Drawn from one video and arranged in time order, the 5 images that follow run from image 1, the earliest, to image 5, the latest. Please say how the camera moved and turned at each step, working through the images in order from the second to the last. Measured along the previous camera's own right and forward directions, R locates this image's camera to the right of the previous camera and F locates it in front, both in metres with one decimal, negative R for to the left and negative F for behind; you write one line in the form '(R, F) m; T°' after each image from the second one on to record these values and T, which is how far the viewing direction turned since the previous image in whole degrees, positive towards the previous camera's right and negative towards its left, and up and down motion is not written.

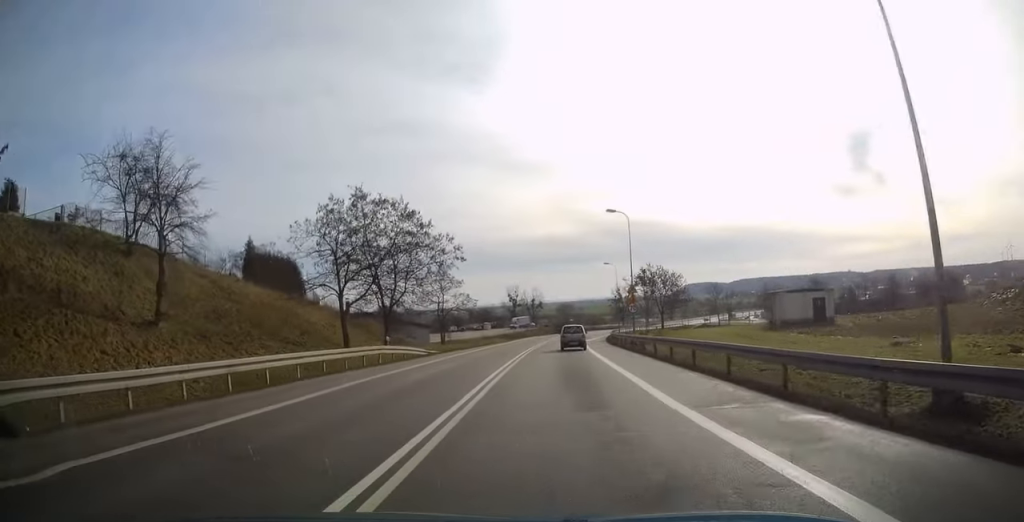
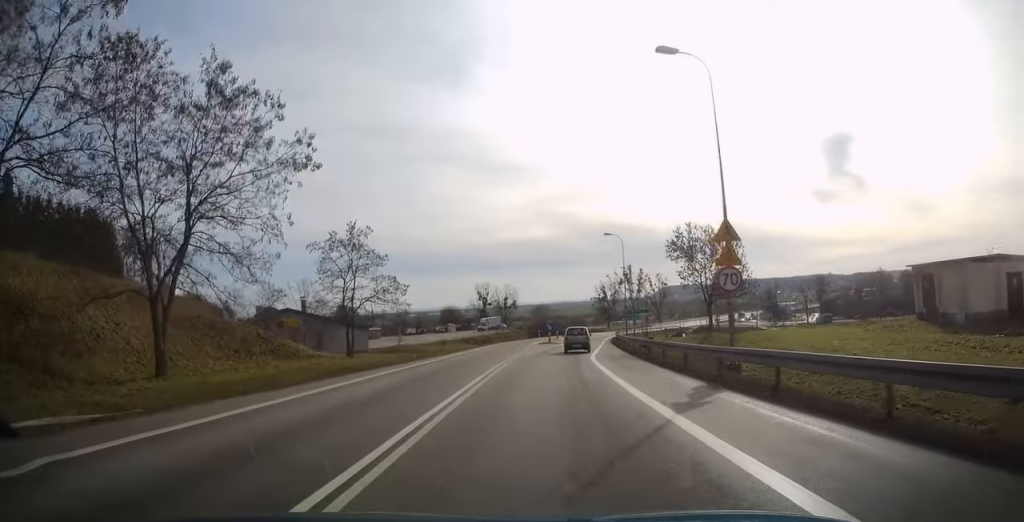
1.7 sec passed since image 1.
(0.0, +28.6) m; +1°
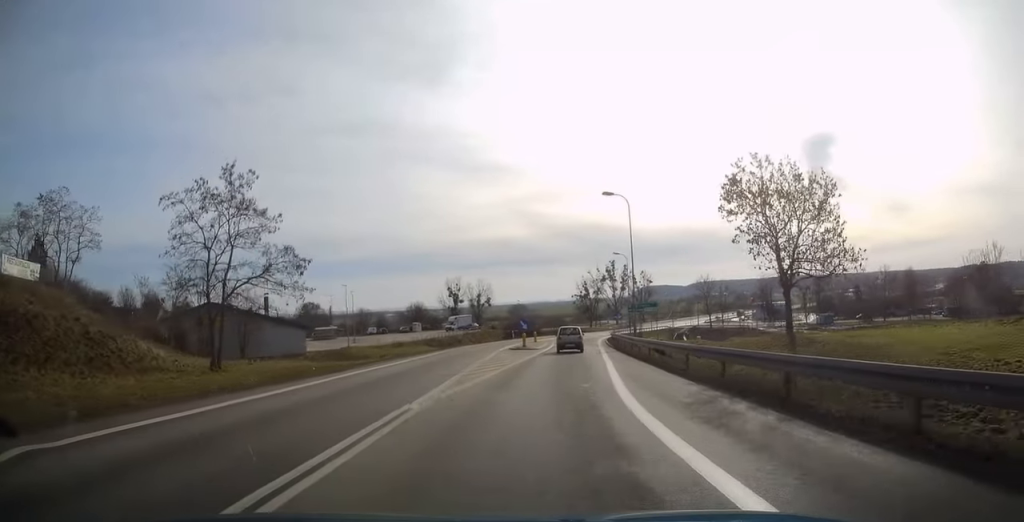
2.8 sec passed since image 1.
(+0.5, +17.3) m; +2°
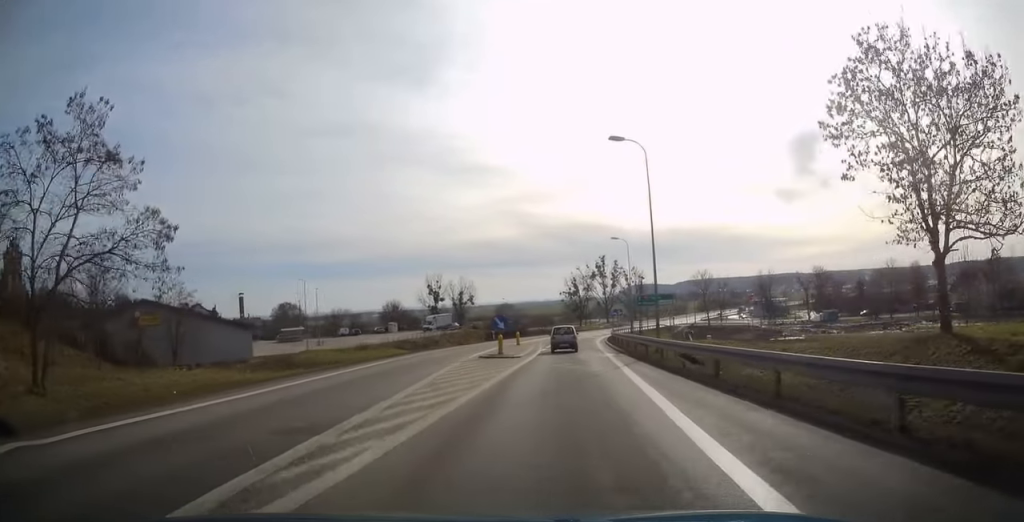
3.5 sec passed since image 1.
(-0.1, +11.9) m; +2°
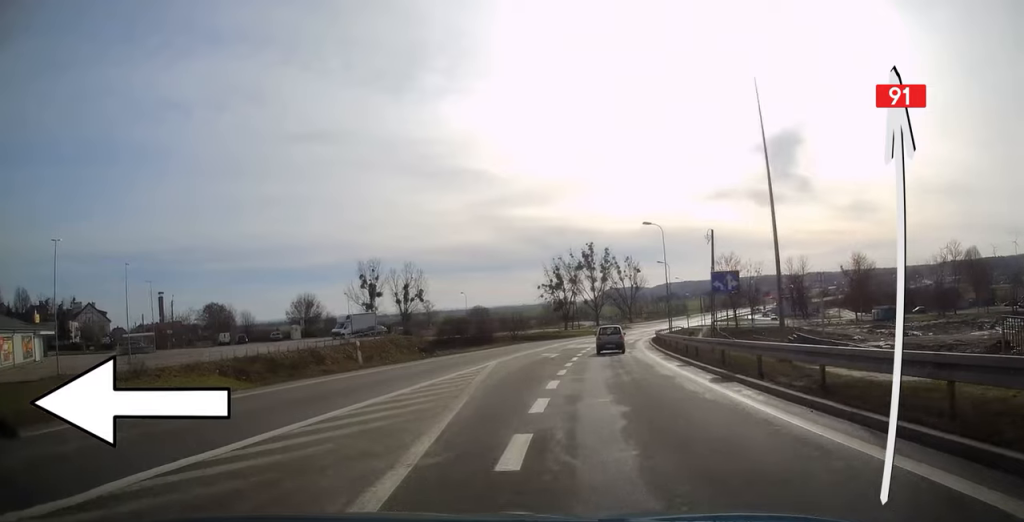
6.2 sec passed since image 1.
(+1.5, +44.4) m; +3°
